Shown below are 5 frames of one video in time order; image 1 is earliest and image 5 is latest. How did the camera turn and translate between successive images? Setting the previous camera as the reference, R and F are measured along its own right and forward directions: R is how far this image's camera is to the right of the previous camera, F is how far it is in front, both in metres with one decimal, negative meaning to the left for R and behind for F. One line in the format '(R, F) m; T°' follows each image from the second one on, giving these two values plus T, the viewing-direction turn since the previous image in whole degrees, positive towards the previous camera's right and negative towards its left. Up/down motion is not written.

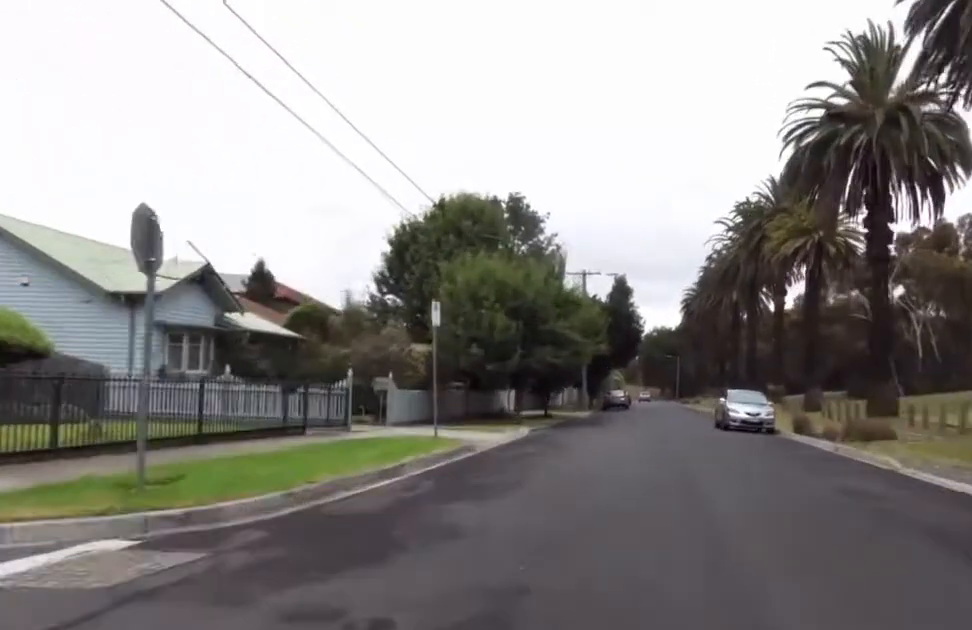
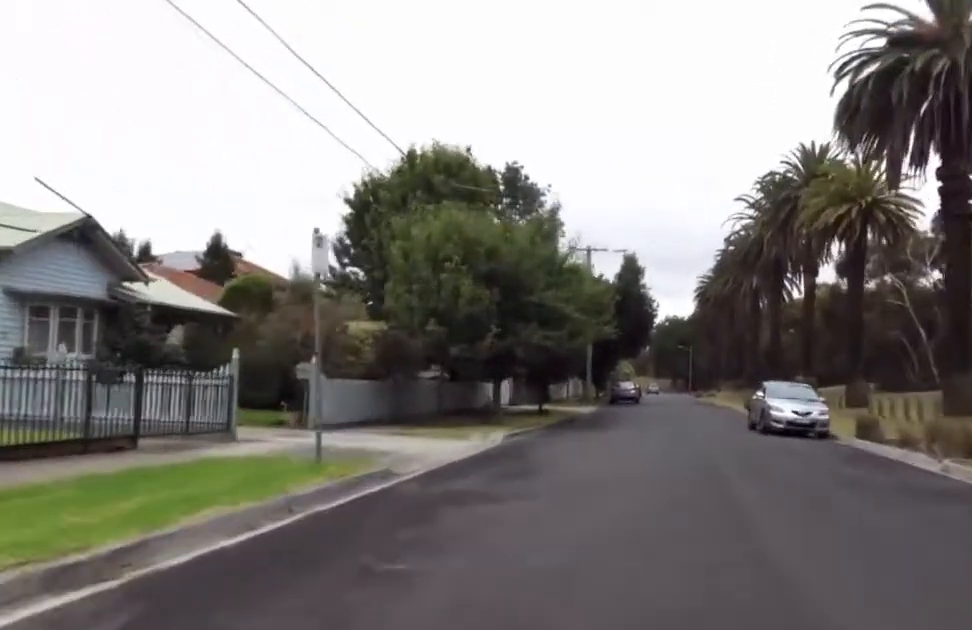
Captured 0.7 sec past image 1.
(-0.2, +6.0) m; +4°
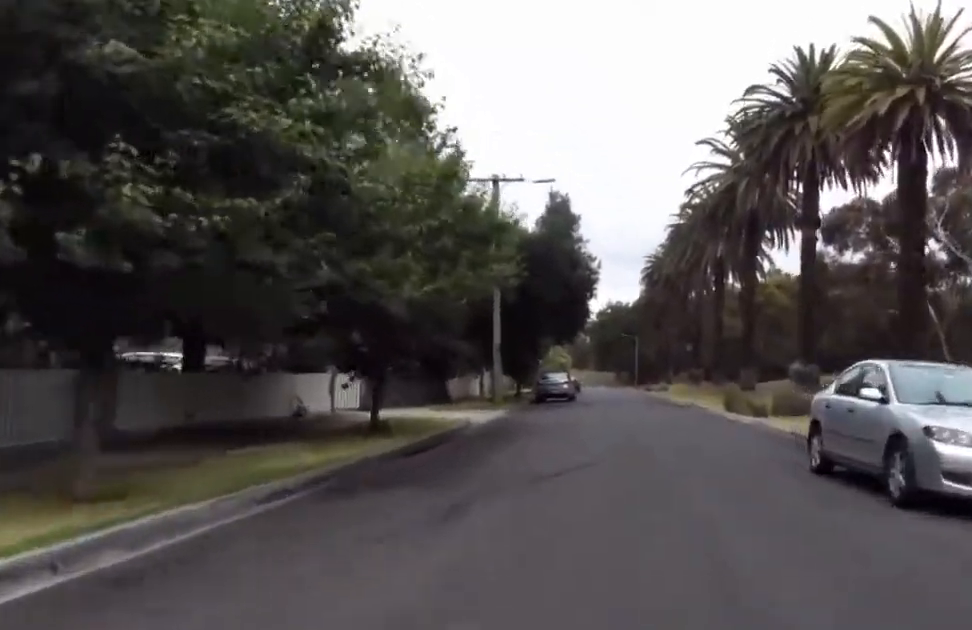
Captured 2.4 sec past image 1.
(+2.0, +13.4) m; +8°
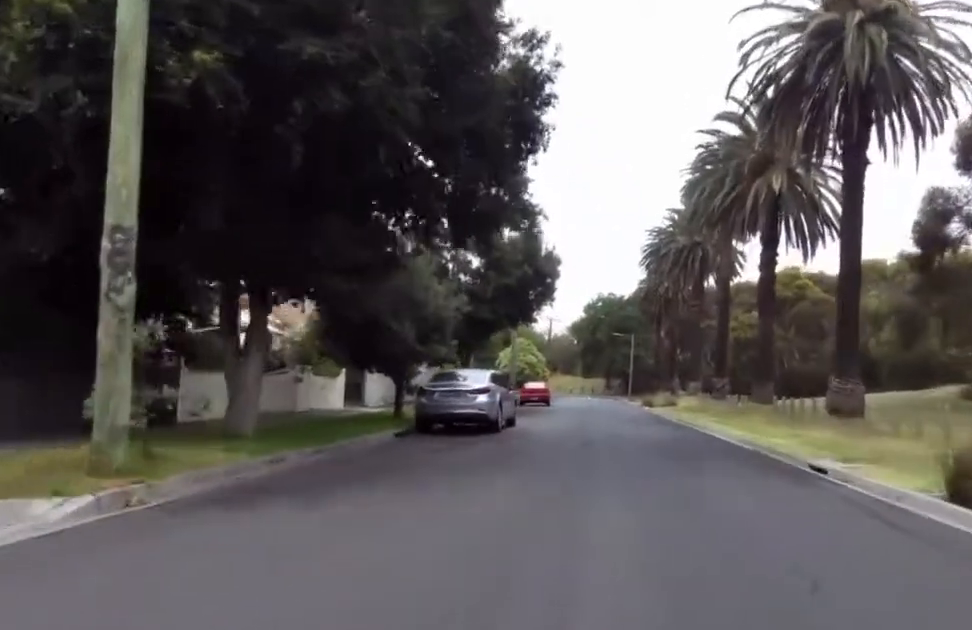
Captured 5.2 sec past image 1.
(-1.1, +20.2) m; -5°
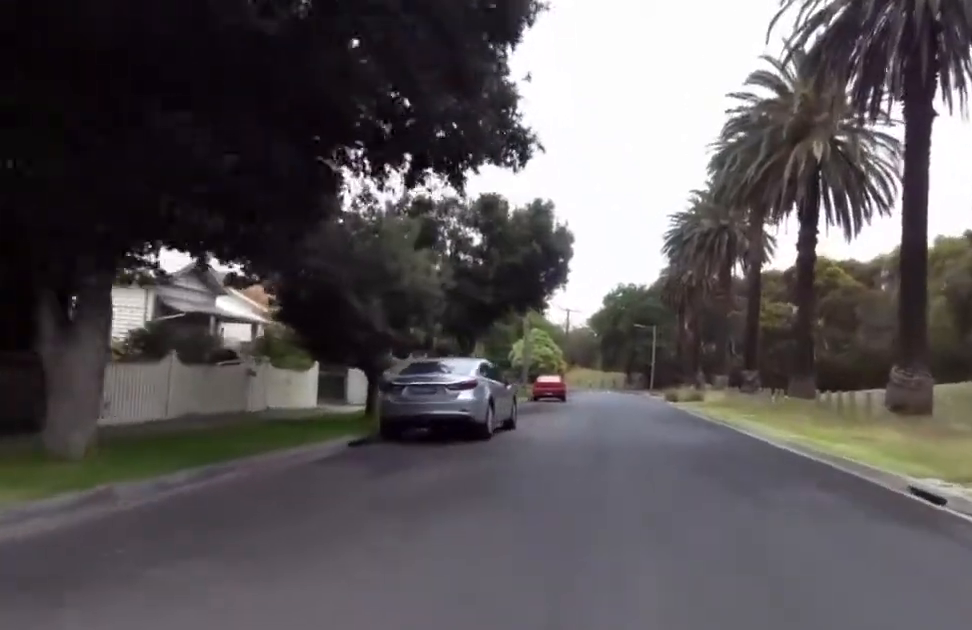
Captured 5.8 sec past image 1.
(-0.6, +3.9) m; 0°
